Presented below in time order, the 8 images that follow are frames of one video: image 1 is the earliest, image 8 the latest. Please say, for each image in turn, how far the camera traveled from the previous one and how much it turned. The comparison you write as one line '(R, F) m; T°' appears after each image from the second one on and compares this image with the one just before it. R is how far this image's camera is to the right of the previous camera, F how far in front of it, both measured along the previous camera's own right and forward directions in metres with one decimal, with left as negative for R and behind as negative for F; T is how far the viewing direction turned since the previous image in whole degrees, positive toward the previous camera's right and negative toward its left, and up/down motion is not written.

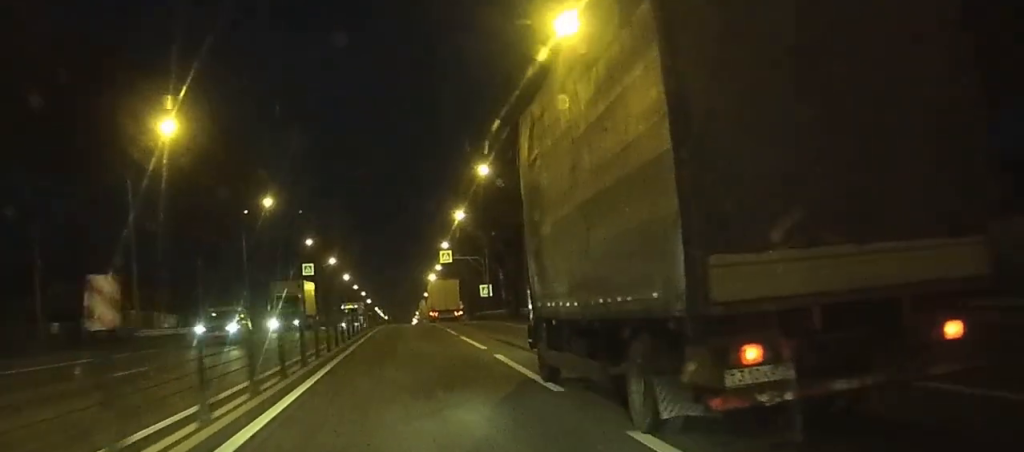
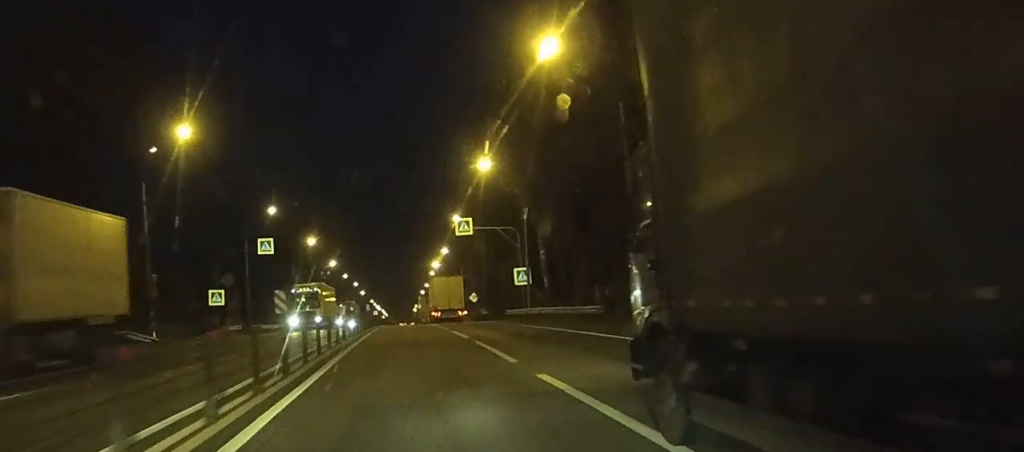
(+0.3, +30.7) m; +1°
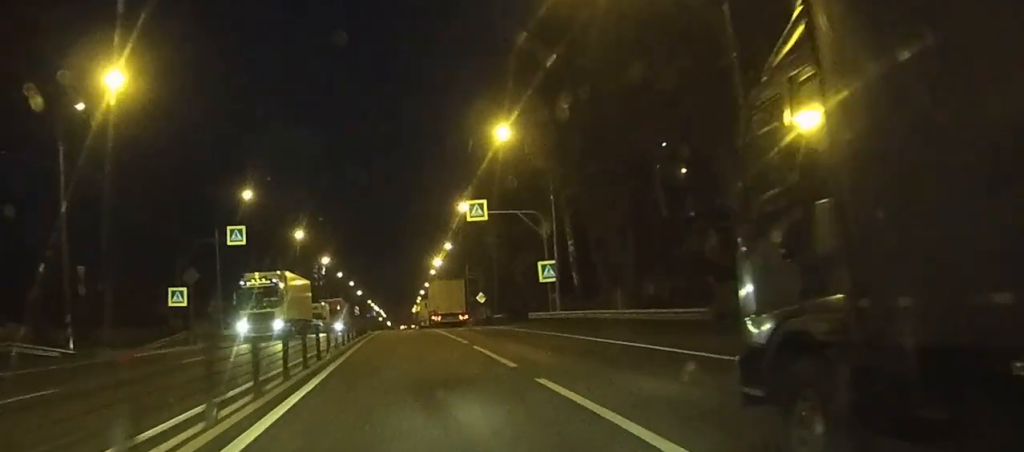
(0.0, +12.3) m; +1°
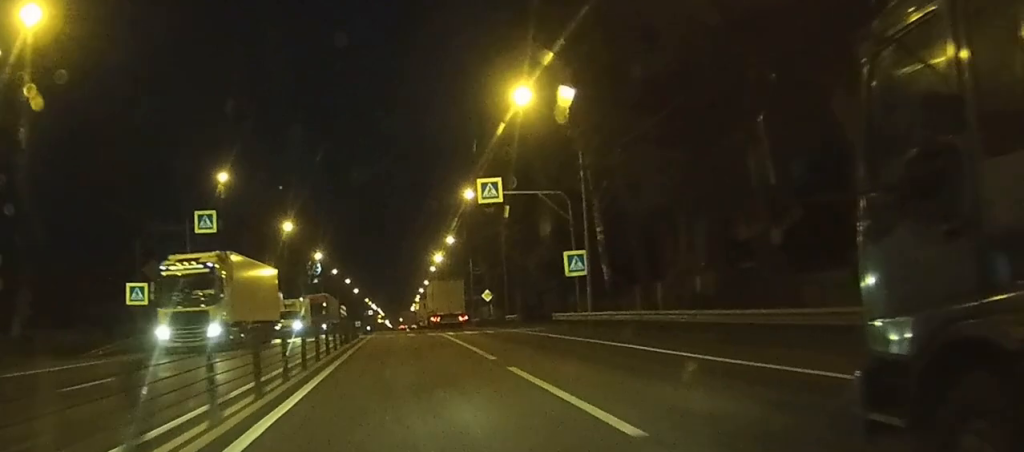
(+0.1, +8.9) m; +1°
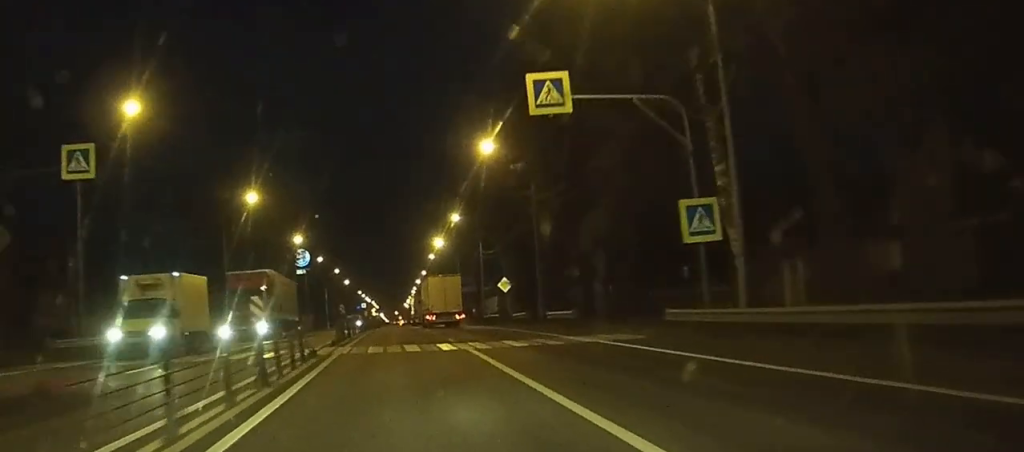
(+0.2, +19.4) m; -1°
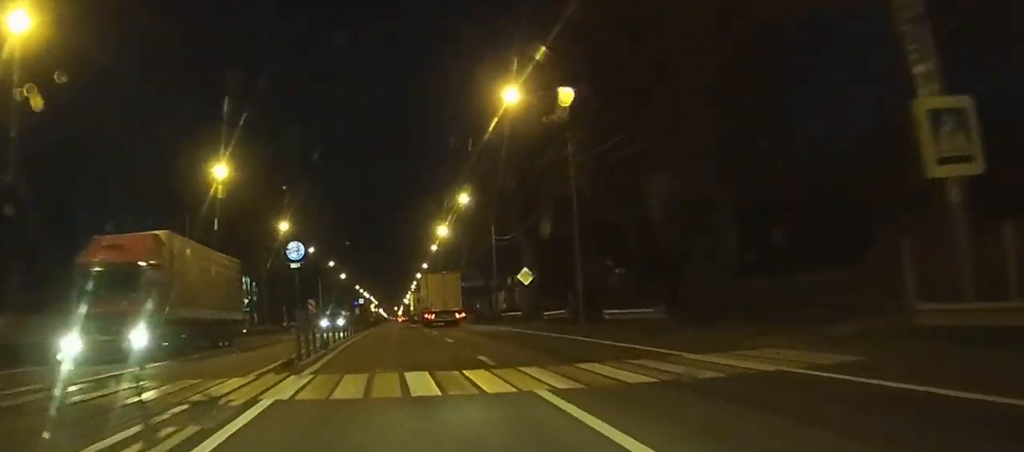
(-0.2, +12.3) m; -1°
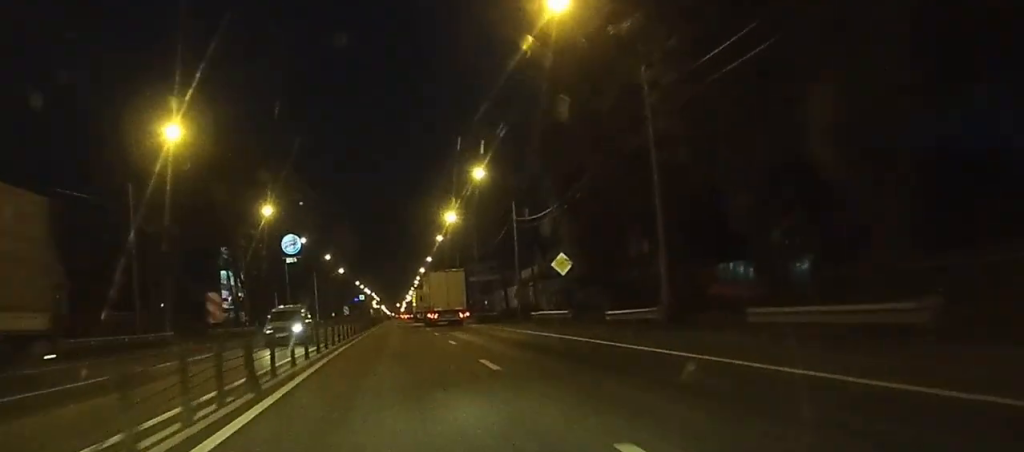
(-0.3, +12.8) m; -1°
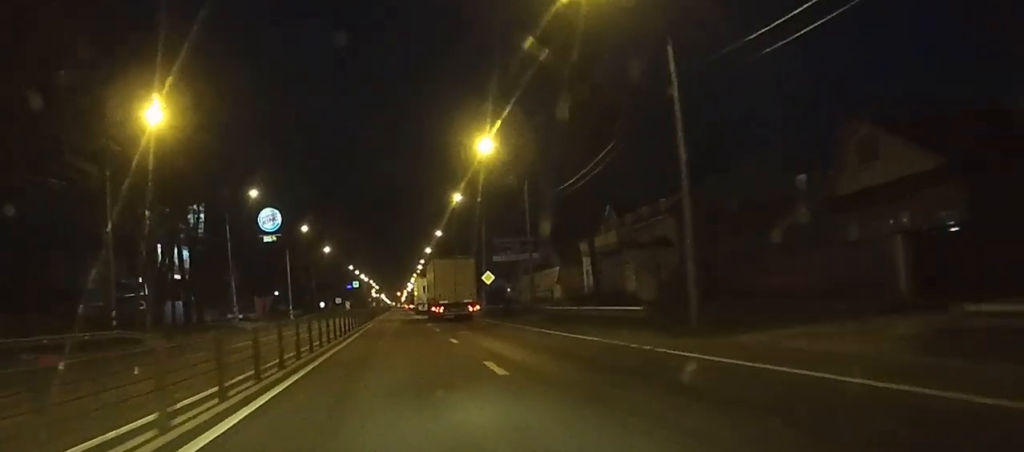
(+0.1, +36.3) m; +1°
